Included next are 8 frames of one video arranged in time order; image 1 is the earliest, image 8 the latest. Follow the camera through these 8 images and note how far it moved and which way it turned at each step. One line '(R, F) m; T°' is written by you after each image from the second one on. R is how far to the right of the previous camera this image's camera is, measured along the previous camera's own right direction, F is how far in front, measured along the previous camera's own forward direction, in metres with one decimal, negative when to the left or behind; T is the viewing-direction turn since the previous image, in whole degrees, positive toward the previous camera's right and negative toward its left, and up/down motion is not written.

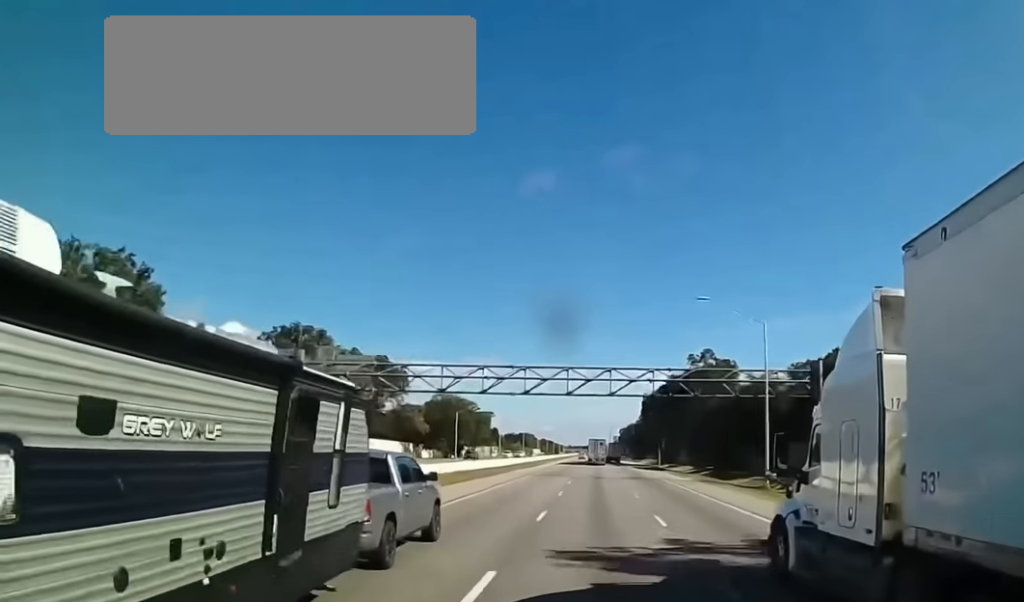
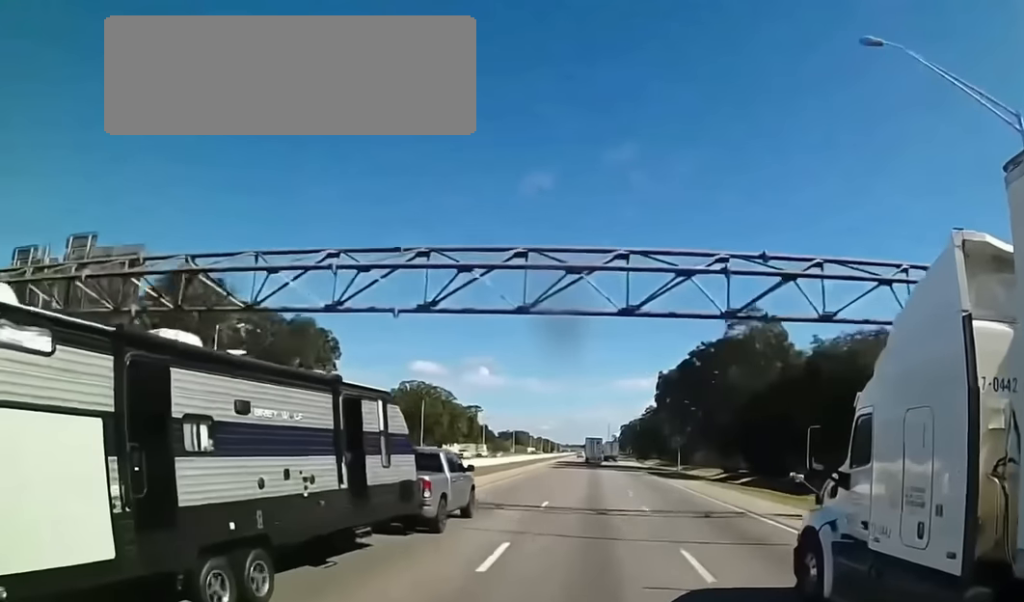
(-0.4, +32.5) m; 0°
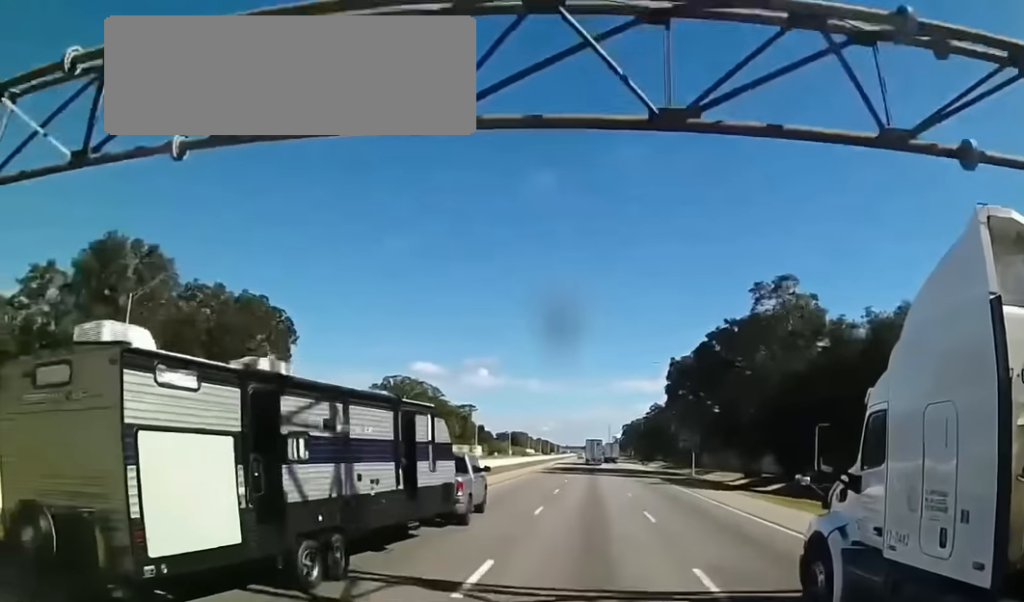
(+0.2, +14.7) m; 0°
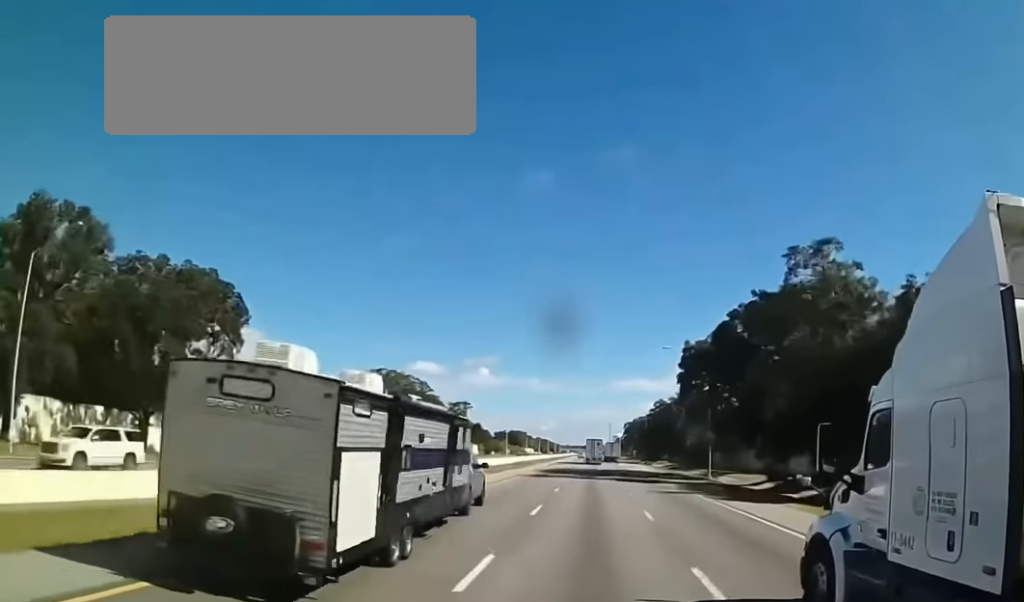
(+0.1, +12.2) m; 0°
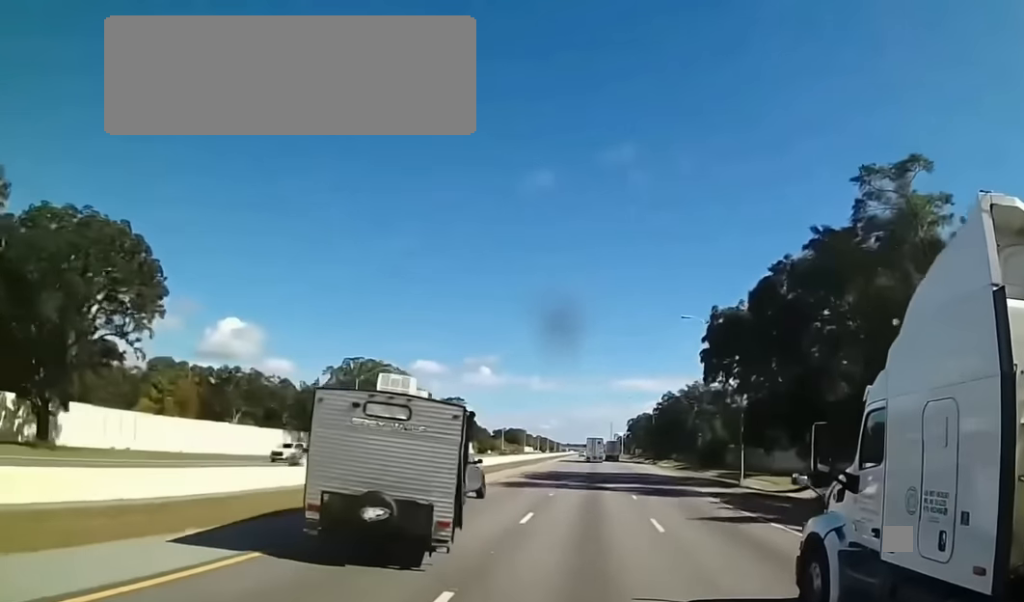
(0.0, +15.9) m; +1°
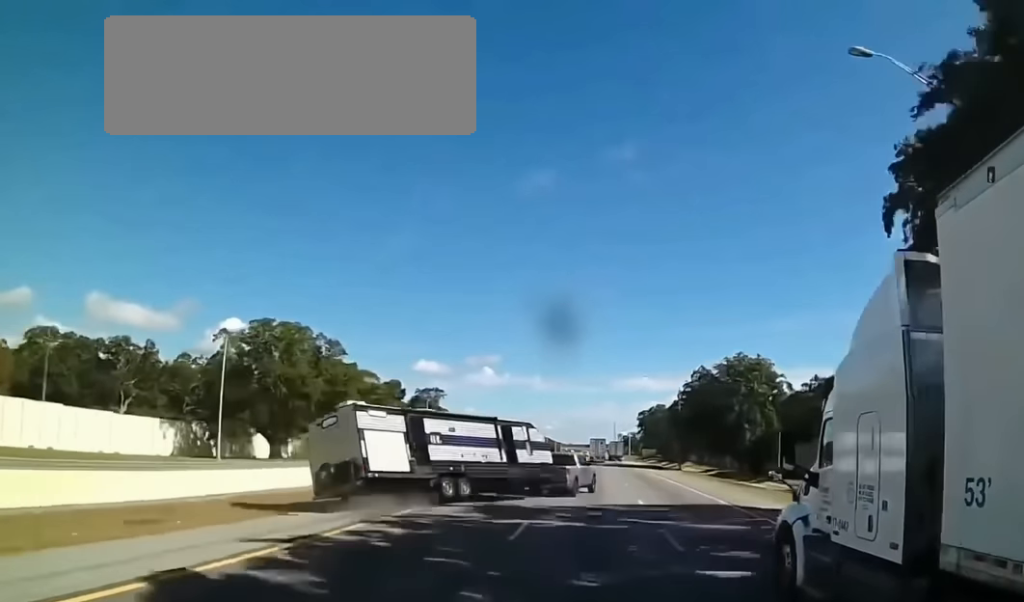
(+0.6, +40.6) m; +2°
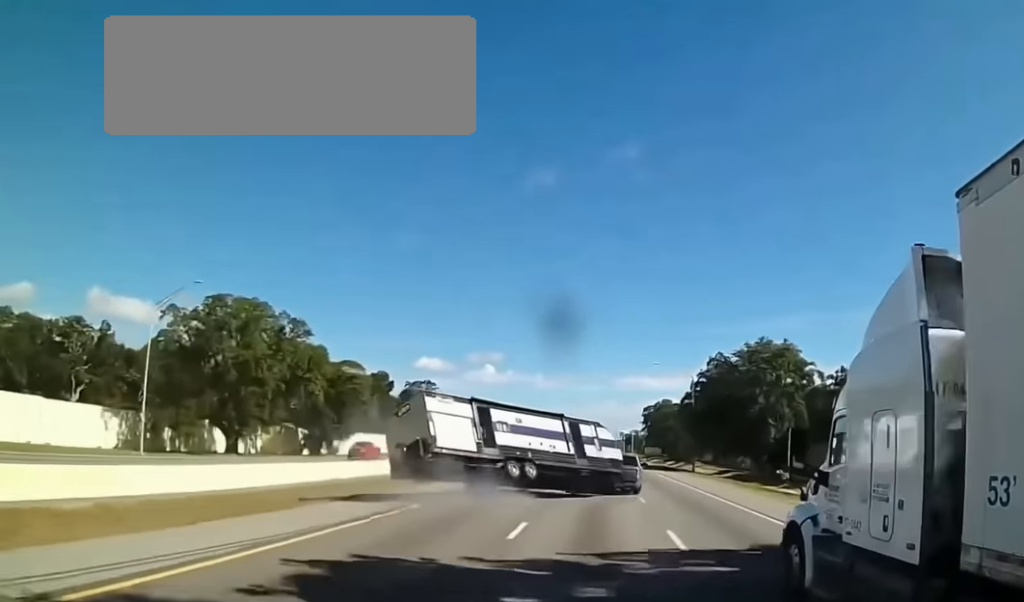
(+0.1, +13.4) m; +1°
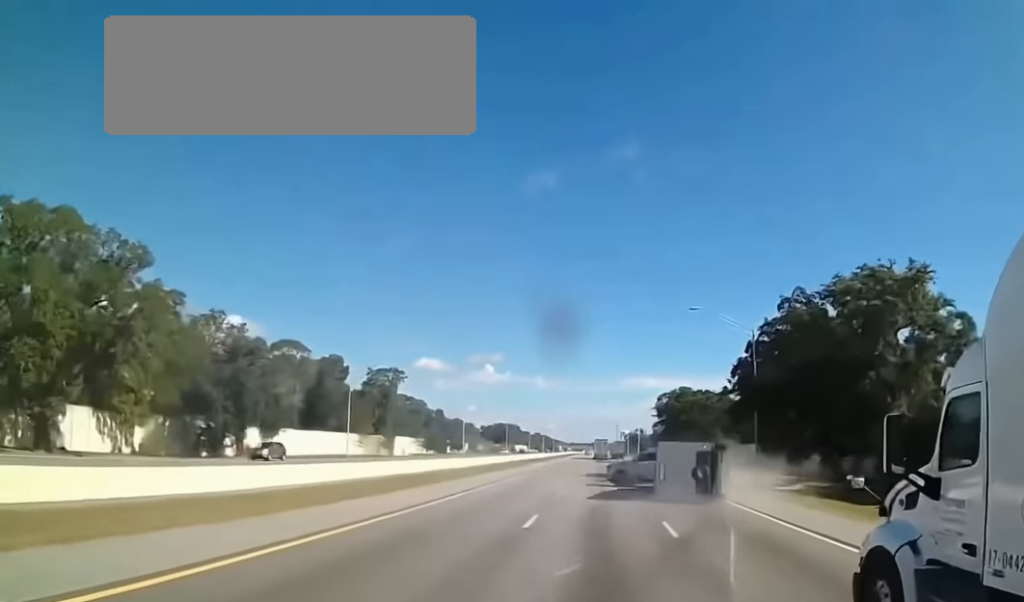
(+0.9, +38.2) m; +4°
